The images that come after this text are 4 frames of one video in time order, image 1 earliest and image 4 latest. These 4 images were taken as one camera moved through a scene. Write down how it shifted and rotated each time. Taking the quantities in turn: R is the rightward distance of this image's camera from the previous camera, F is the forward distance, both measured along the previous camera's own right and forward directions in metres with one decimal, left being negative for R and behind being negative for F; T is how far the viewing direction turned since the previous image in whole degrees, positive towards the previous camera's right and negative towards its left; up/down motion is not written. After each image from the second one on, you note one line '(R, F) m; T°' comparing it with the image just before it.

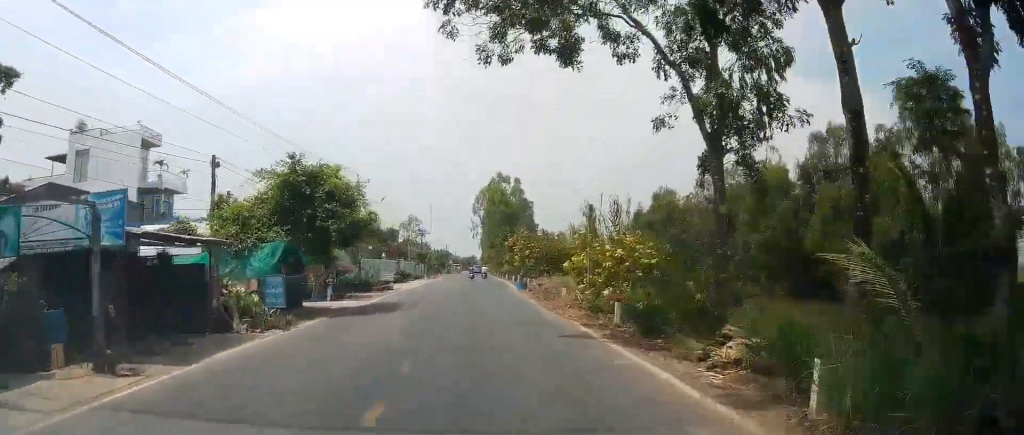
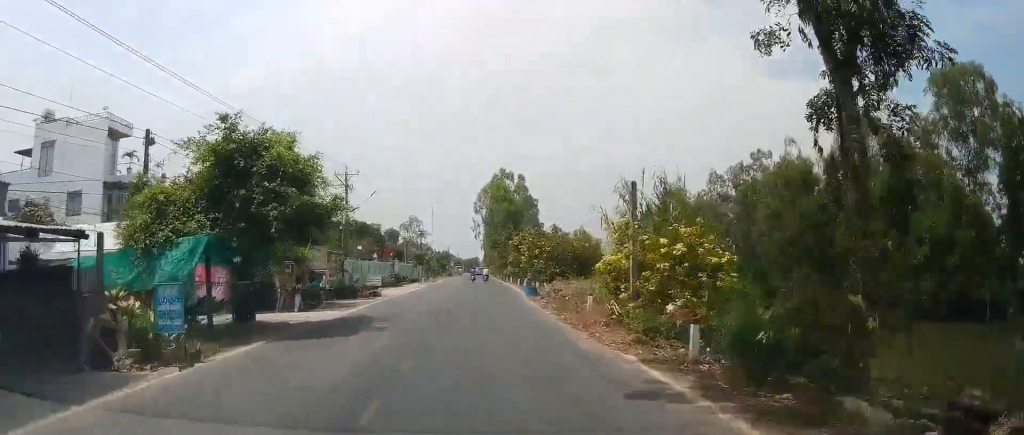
(+0.1, +5.9) m; 0°
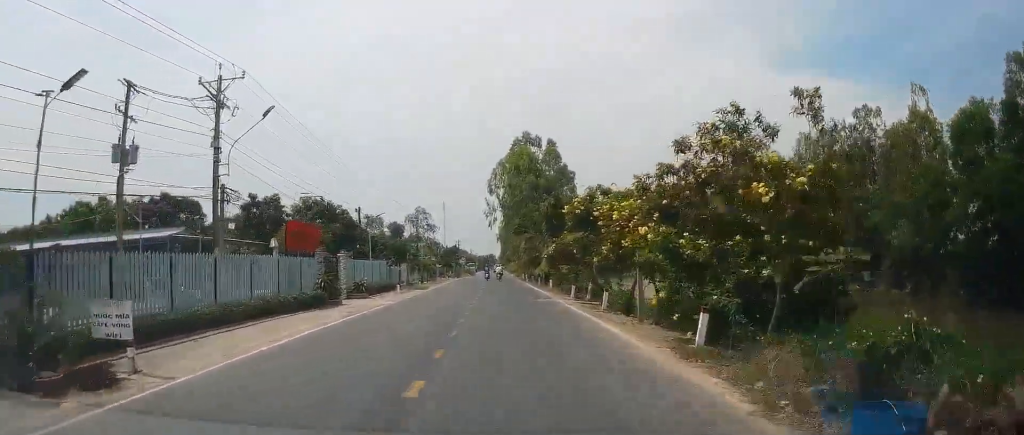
(-0.8, +29.5) m; -3°
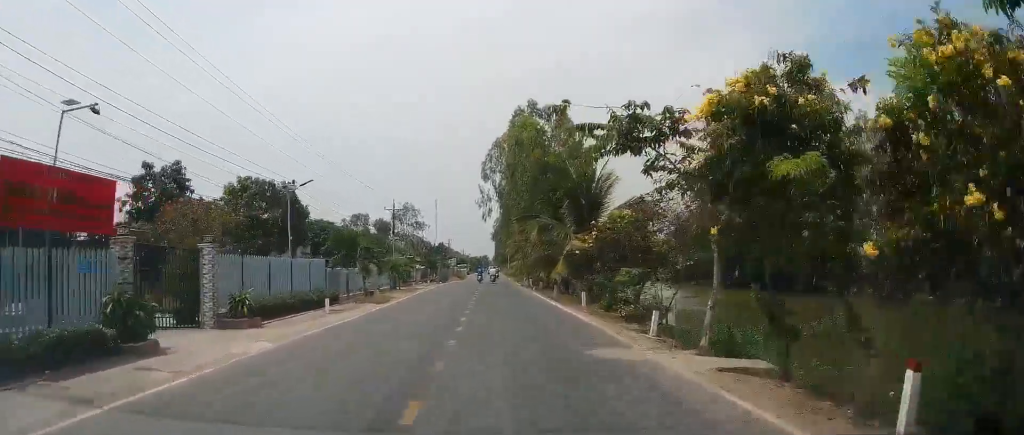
(-0.3, +16.4) m; -2°
